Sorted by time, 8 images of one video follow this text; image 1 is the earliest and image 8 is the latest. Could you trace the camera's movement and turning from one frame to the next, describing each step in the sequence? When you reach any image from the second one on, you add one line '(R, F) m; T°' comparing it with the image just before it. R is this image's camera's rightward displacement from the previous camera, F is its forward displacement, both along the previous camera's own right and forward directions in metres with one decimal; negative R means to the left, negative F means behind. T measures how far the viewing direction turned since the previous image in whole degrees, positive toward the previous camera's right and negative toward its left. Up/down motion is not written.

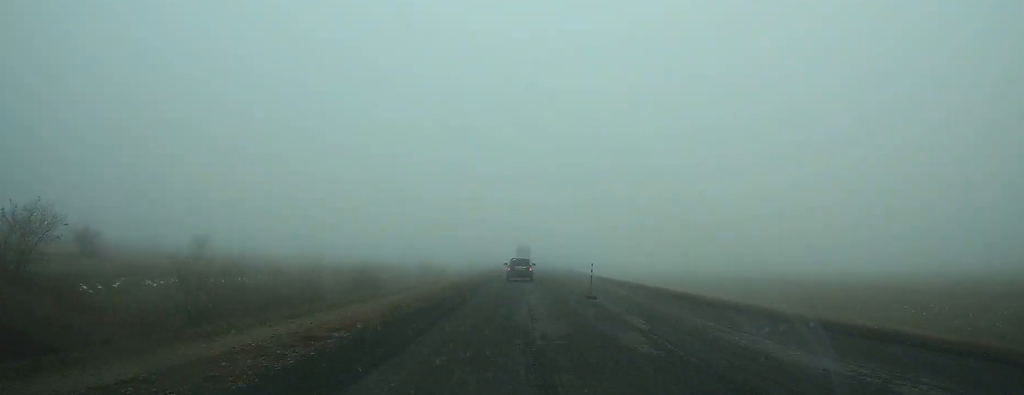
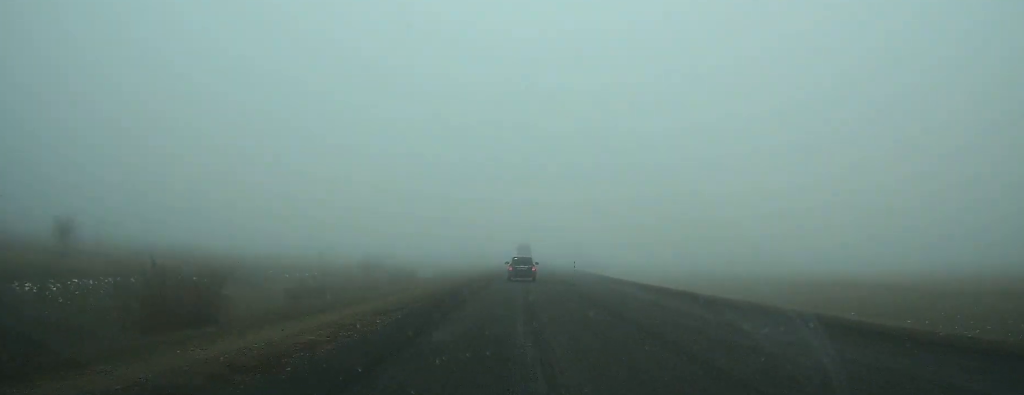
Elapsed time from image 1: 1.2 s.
(0.0, +22.5) m; 0°
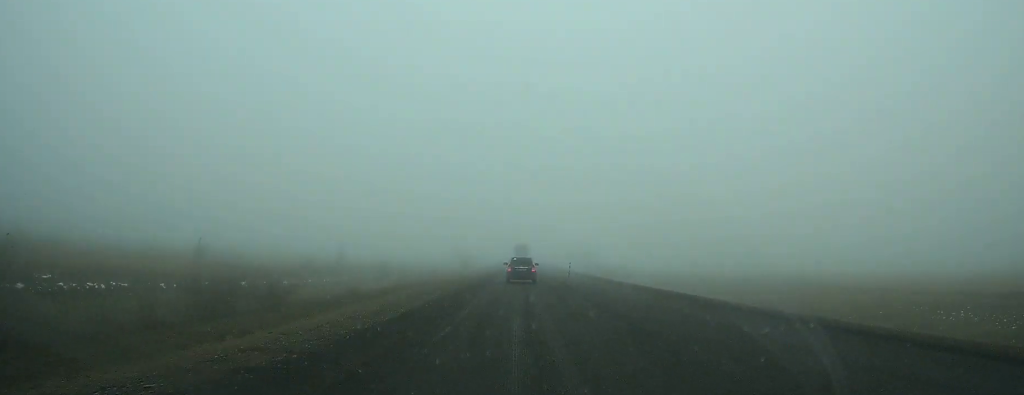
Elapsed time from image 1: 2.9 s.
(+0.1, +33.7) m; 0°
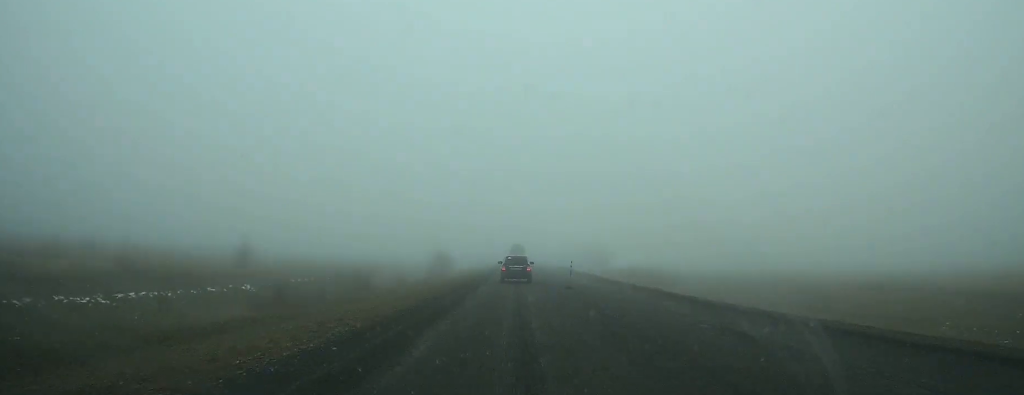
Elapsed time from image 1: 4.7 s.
(0.0, +37.2) m; 0°
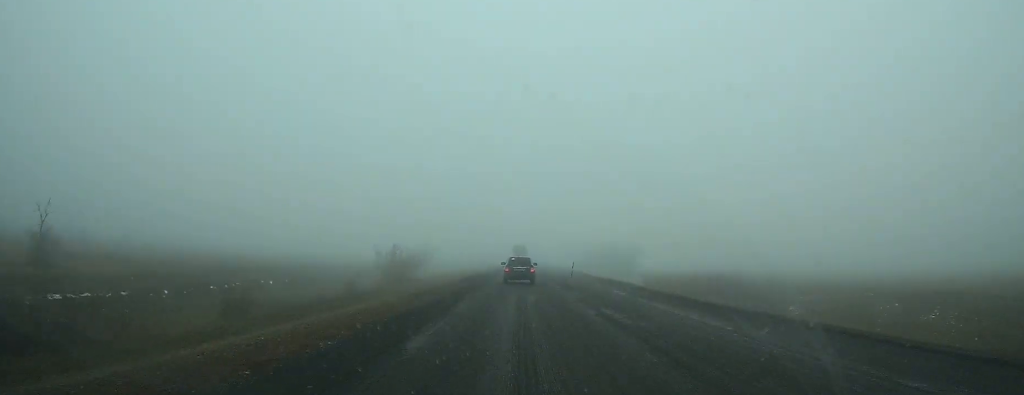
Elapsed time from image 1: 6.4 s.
(0.0, +31.8) m; 0°
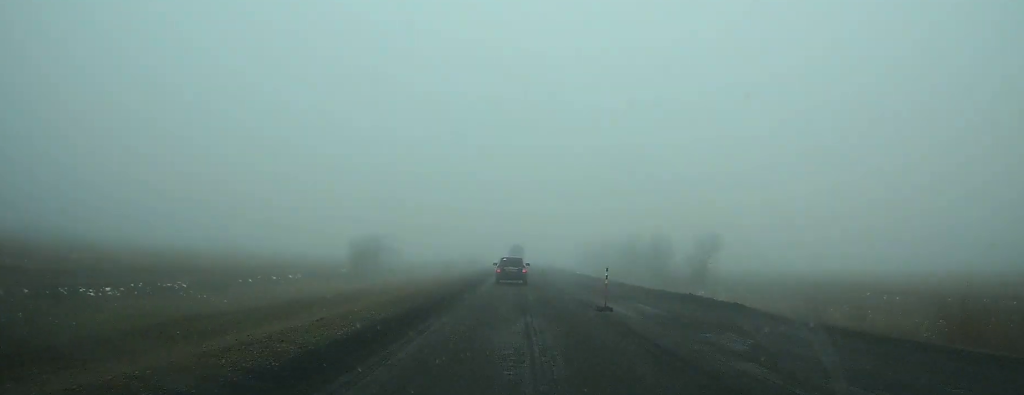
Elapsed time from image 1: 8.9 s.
(+0.1, +45.8) m; 0°
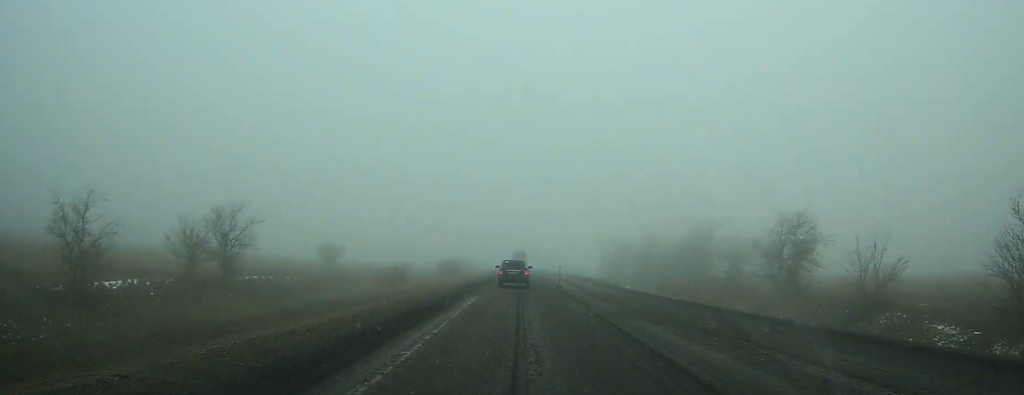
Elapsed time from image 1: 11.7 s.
(0.0, +48.3) m; 0°
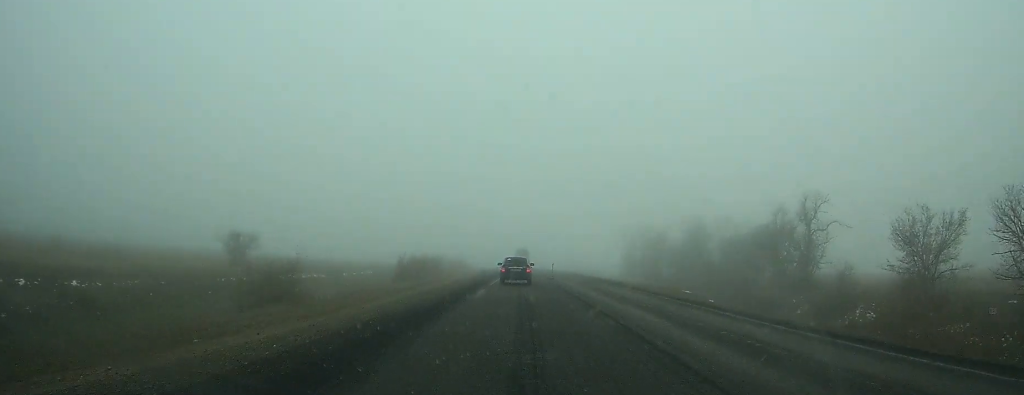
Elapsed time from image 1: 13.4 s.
(0.0, +32.6) m; 0°
